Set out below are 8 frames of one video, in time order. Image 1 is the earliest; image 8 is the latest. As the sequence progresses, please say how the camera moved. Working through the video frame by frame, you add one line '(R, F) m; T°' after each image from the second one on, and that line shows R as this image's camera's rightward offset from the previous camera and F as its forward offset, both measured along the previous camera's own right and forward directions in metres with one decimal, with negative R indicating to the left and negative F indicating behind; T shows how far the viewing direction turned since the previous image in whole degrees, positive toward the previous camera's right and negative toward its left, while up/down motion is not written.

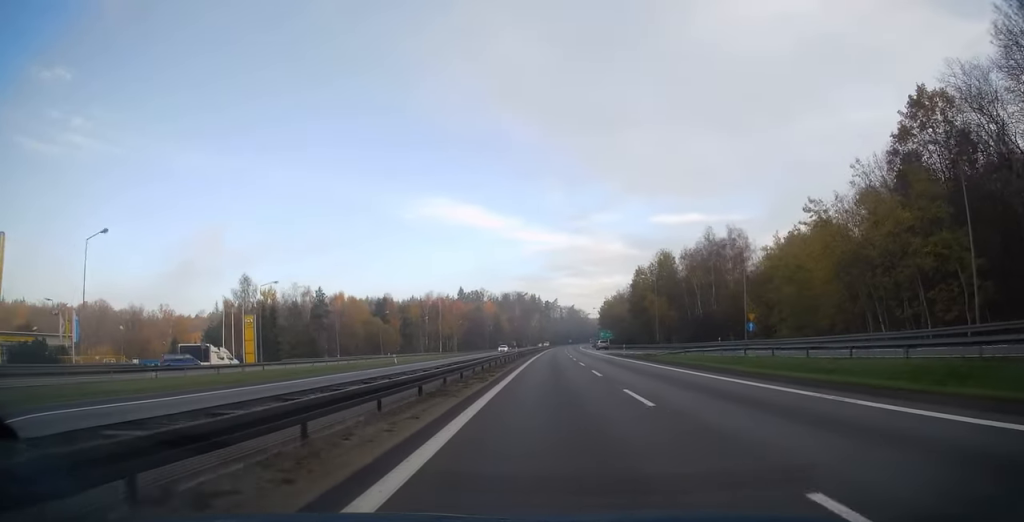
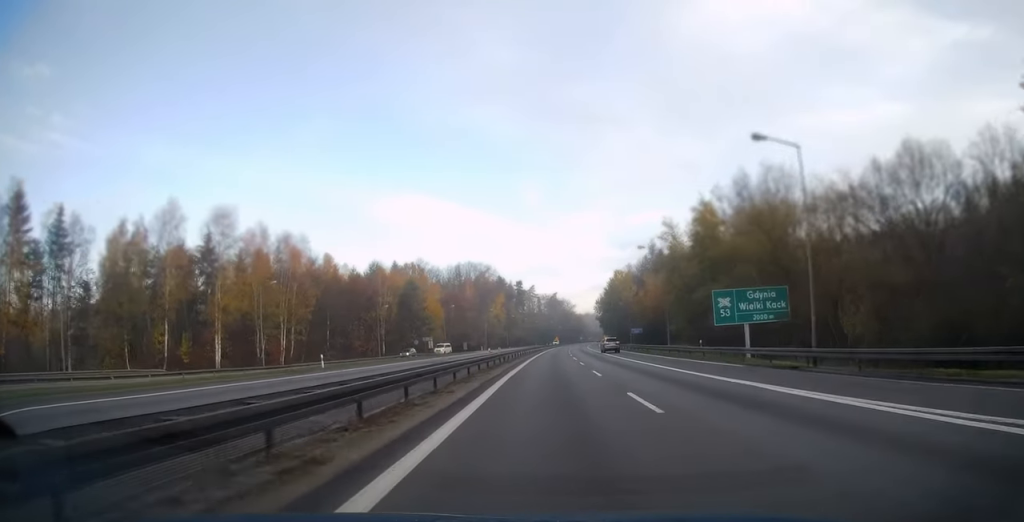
(+1.9, +119.8) m; +2°
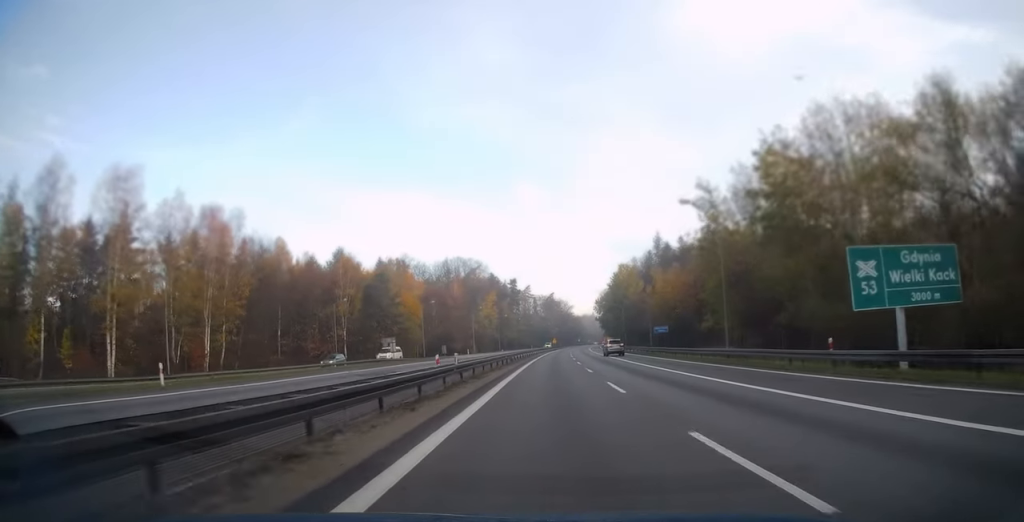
(+0.1, +18.5) m; 0°
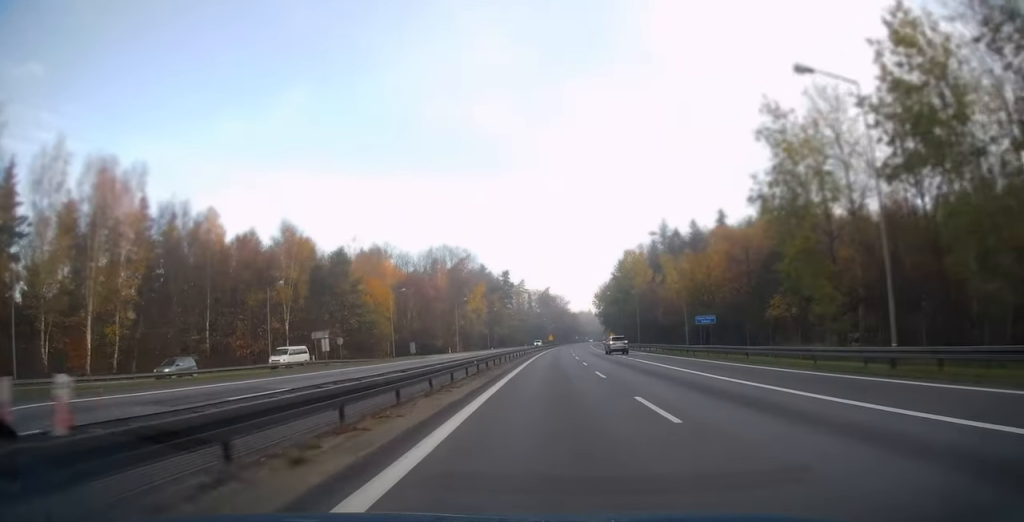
(+0.1, +18.5) m; 0°
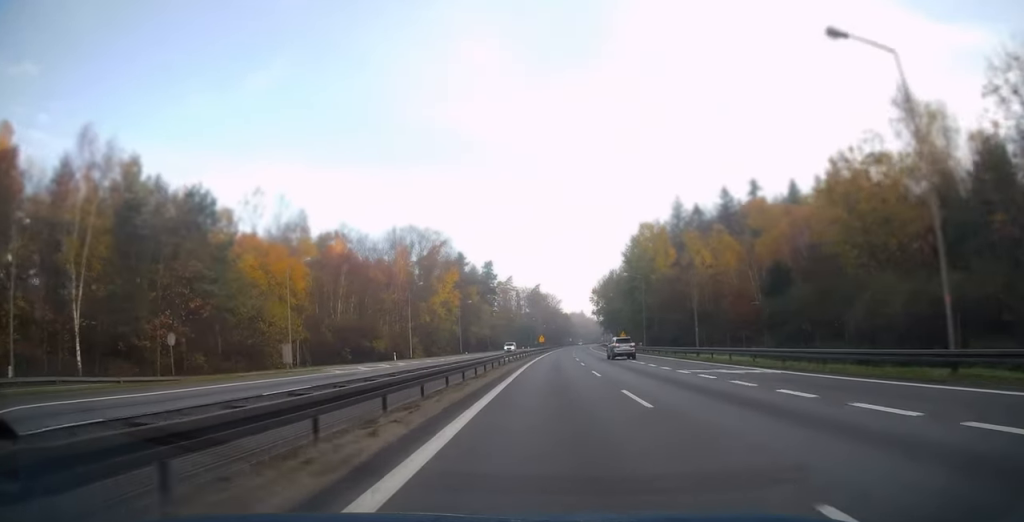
(+0.2, +33.2) m; +1°
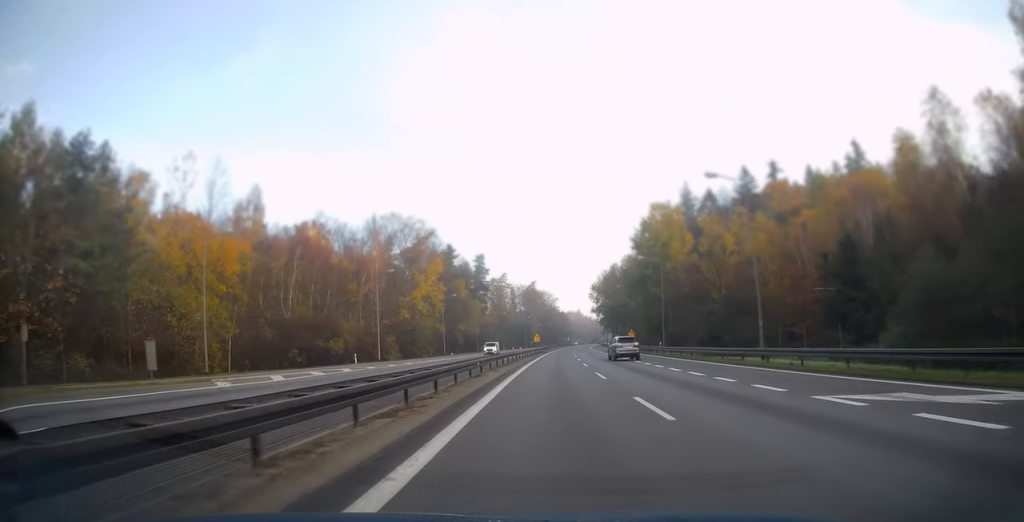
(+0.1, +14.1) m; 0°
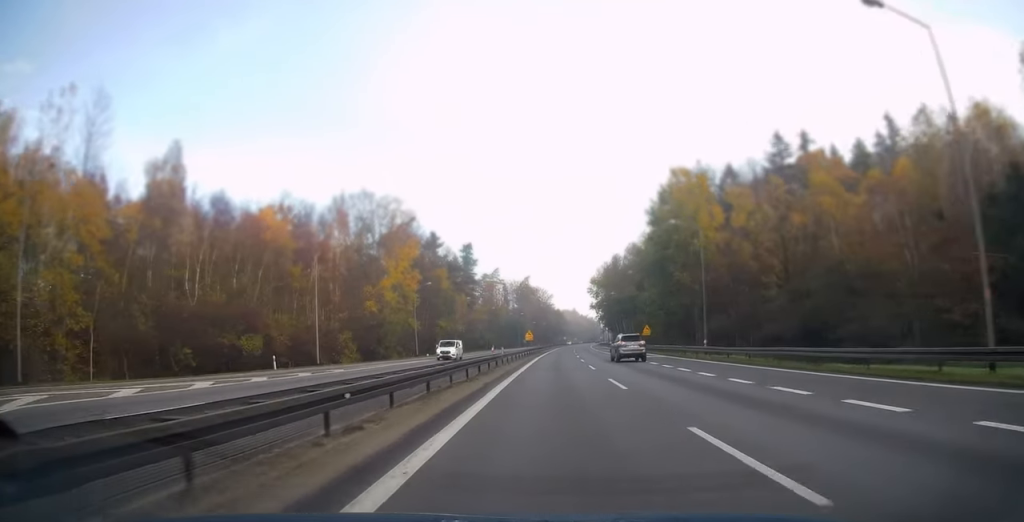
(+0.1, +17.5) m; +1°
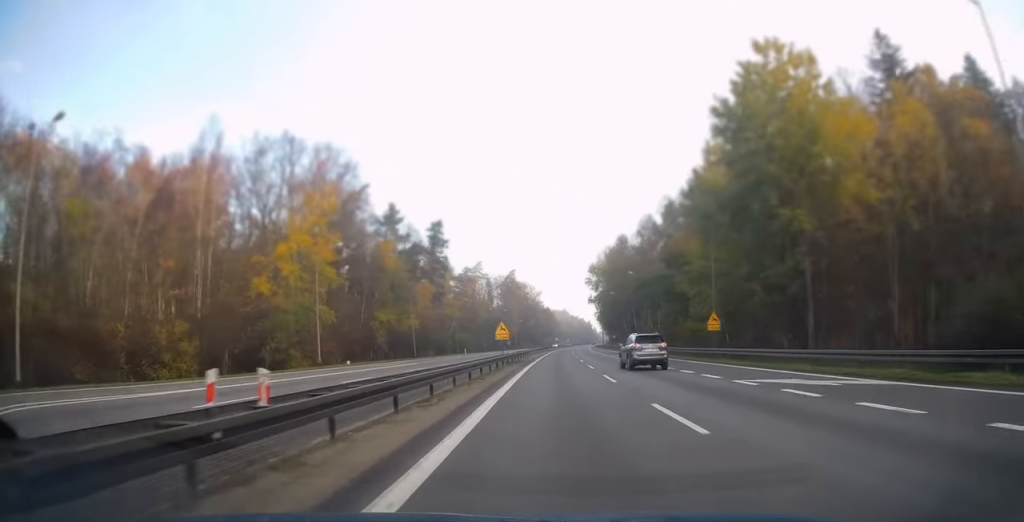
(+0.3, +32.1) m; +1°
